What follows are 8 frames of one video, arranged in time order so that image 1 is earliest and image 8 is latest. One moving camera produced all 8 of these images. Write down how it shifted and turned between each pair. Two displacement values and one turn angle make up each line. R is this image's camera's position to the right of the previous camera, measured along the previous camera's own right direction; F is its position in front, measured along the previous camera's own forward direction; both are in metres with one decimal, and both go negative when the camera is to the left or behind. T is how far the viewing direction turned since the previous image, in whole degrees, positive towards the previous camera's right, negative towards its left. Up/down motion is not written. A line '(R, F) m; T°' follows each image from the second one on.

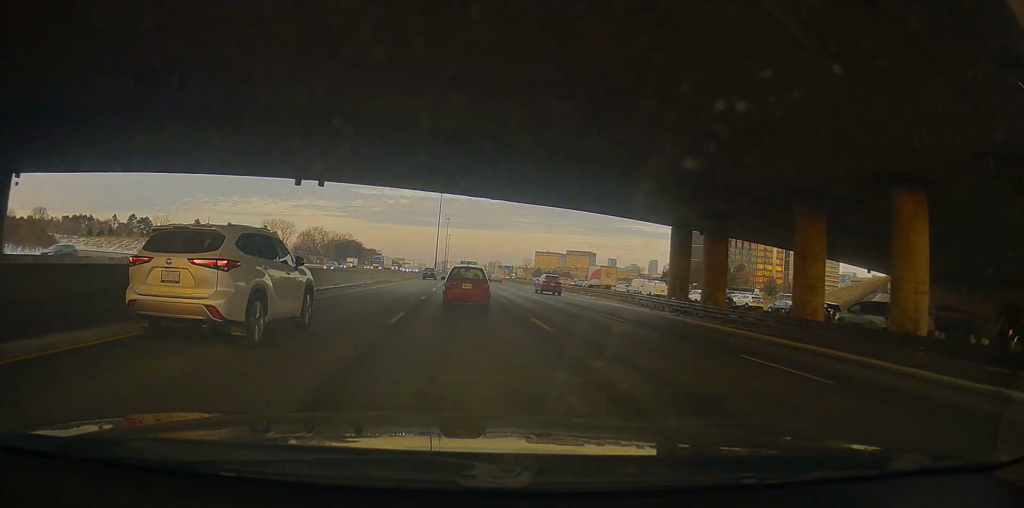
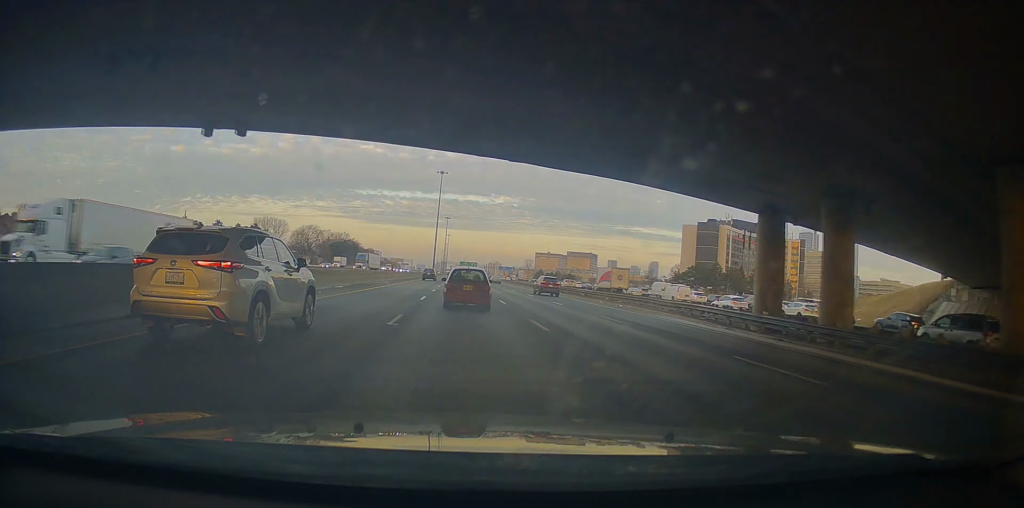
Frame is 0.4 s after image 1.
(-0.1, +11.8) m; 0°
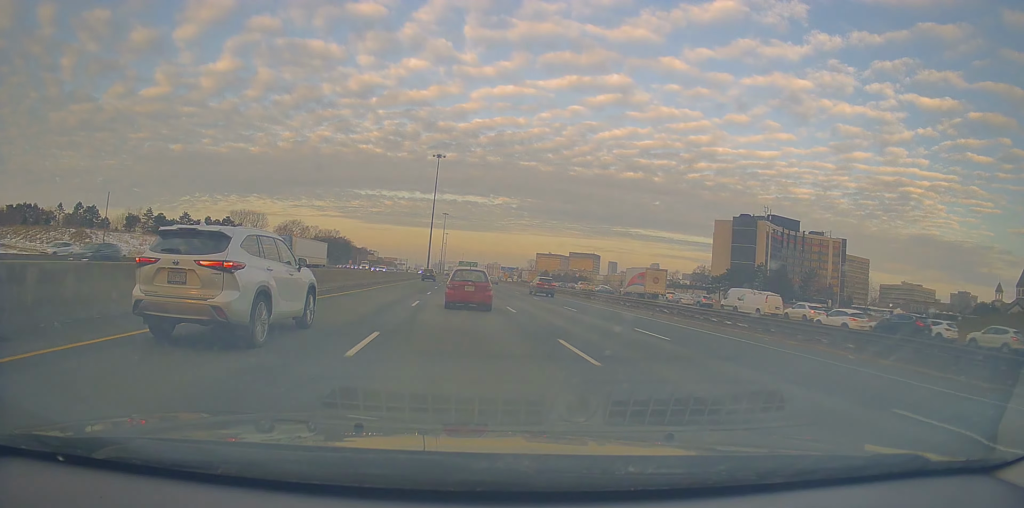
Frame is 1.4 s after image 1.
(-0.1, +28.4) m; +1°
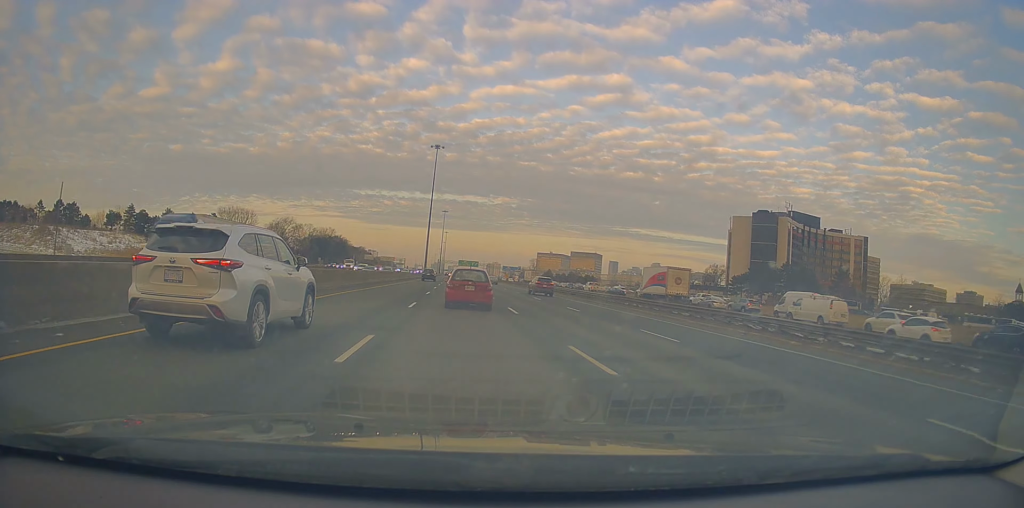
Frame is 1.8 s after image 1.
(+0.4, +12.8) m; 0°
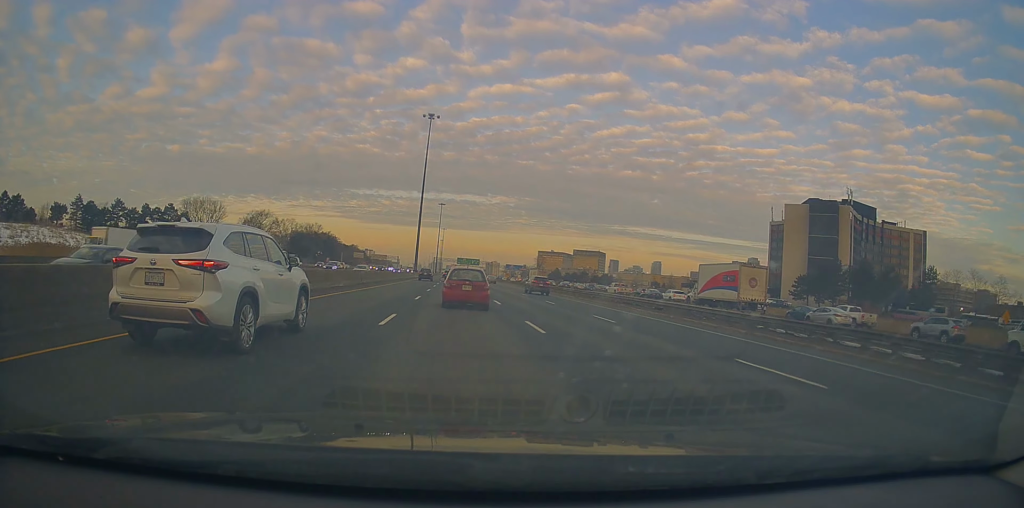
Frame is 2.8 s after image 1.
(-0.1, +30.7) m; -1°
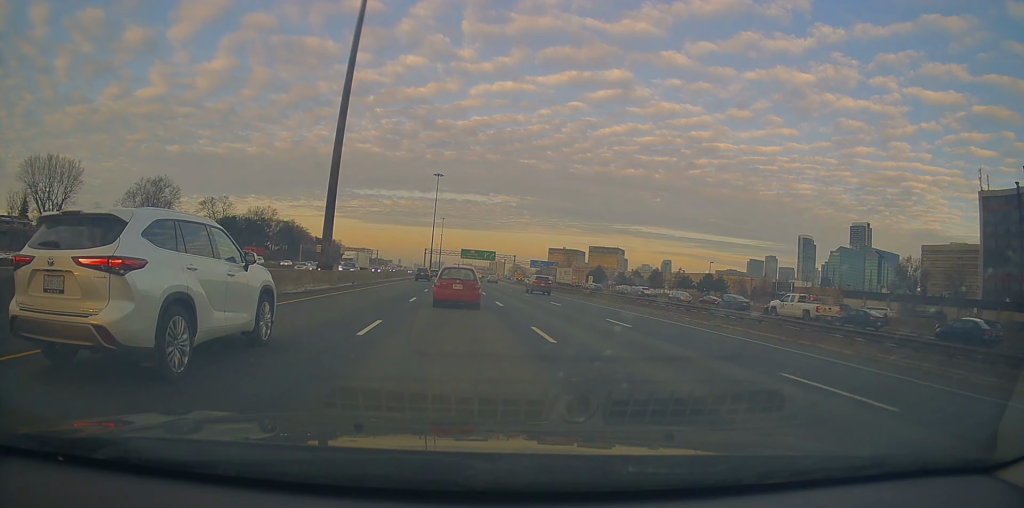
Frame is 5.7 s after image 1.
(-0.4, +86.5) m; 0°
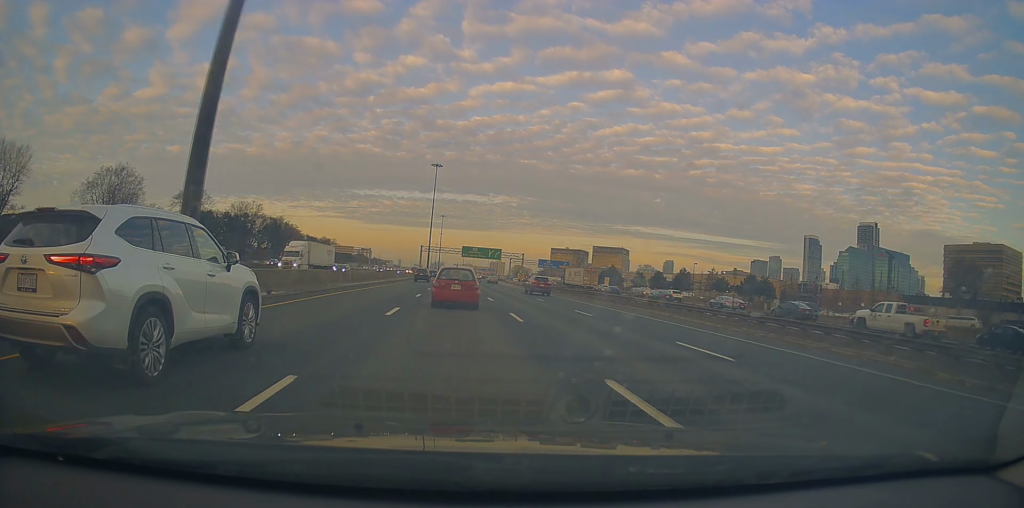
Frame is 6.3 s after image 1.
(0.0, +19.3) m; 0°
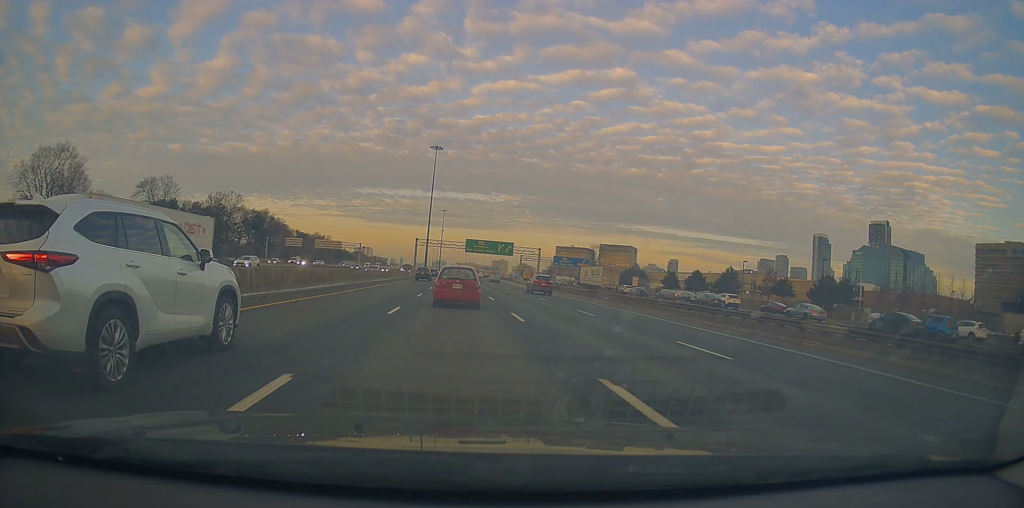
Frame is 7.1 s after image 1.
(0.0, +24.4) m; 0°
